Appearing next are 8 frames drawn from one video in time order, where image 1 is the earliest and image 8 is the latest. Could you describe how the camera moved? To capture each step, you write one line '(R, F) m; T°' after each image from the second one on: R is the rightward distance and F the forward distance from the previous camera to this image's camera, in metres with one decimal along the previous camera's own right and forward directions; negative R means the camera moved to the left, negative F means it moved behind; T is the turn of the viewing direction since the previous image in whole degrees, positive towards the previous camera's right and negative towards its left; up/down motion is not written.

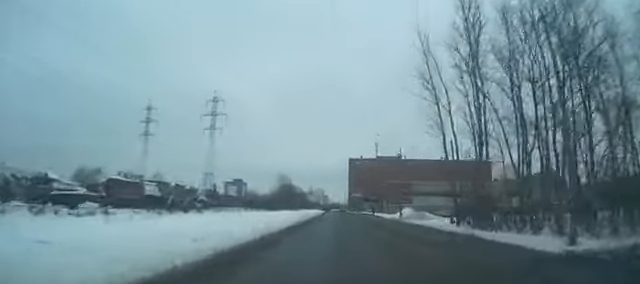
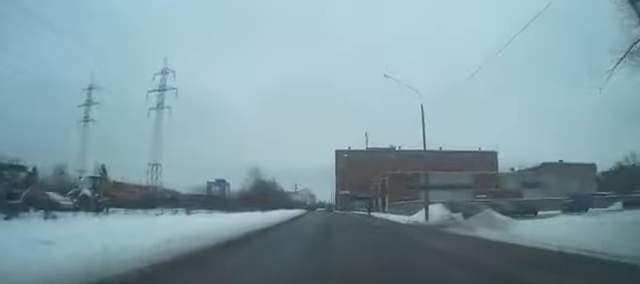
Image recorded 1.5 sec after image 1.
(+0.2, +20.1) m; 0°
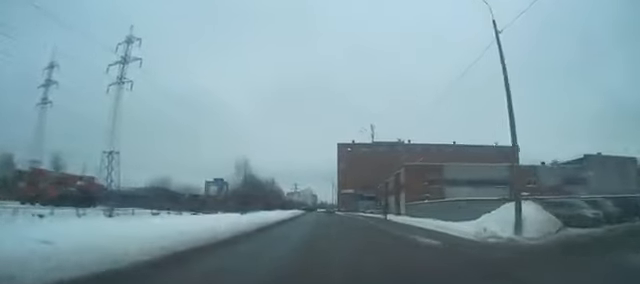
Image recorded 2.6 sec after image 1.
(-0.2, +14.1) m; -2°
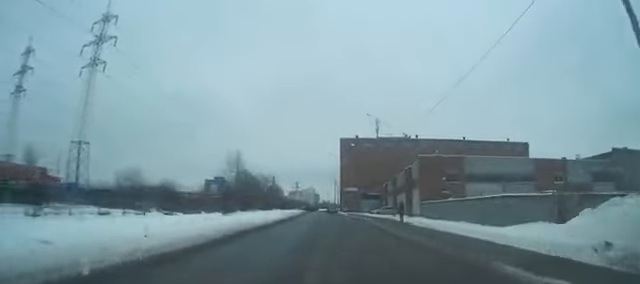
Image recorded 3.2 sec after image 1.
(-0.1, +7.5) m; 0°
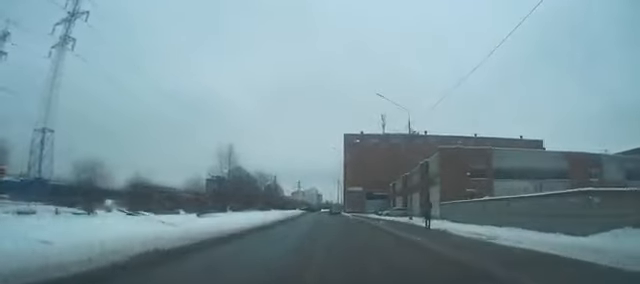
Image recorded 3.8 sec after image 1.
(0.0, +7.4) m; 0°
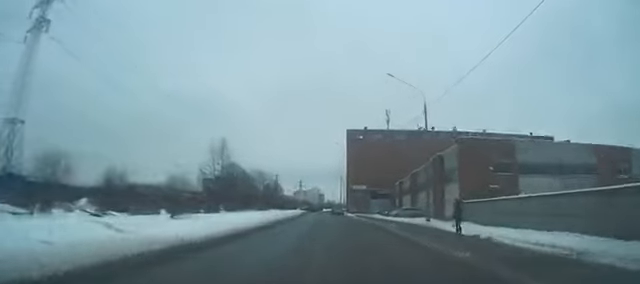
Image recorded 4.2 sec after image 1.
(+0.1, +5.3) m; -1°
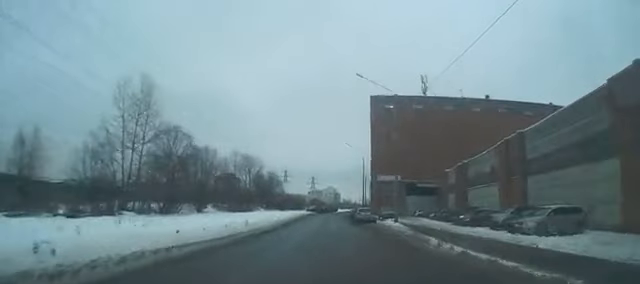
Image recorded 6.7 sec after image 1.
(-1.2, +29.2) m; -3°
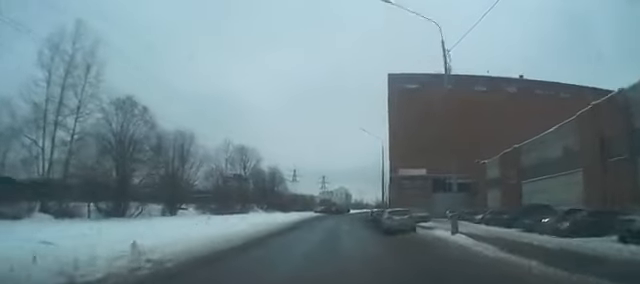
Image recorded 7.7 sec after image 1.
(0.0, +10.7) m; 0°
